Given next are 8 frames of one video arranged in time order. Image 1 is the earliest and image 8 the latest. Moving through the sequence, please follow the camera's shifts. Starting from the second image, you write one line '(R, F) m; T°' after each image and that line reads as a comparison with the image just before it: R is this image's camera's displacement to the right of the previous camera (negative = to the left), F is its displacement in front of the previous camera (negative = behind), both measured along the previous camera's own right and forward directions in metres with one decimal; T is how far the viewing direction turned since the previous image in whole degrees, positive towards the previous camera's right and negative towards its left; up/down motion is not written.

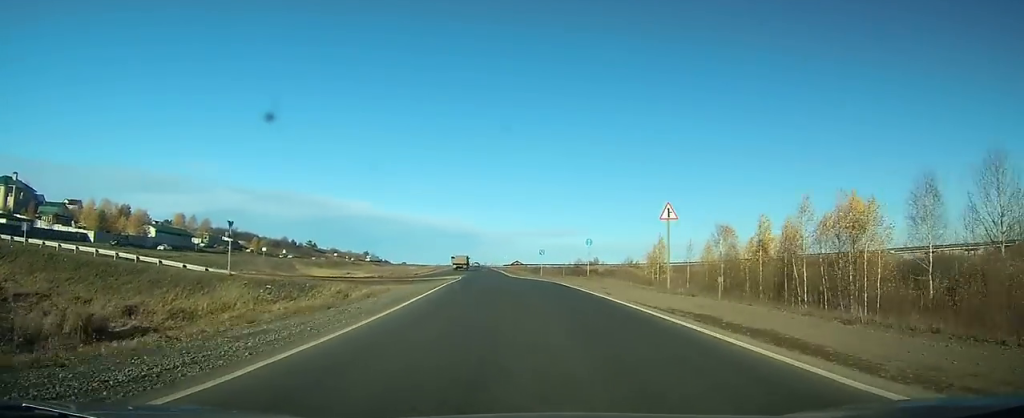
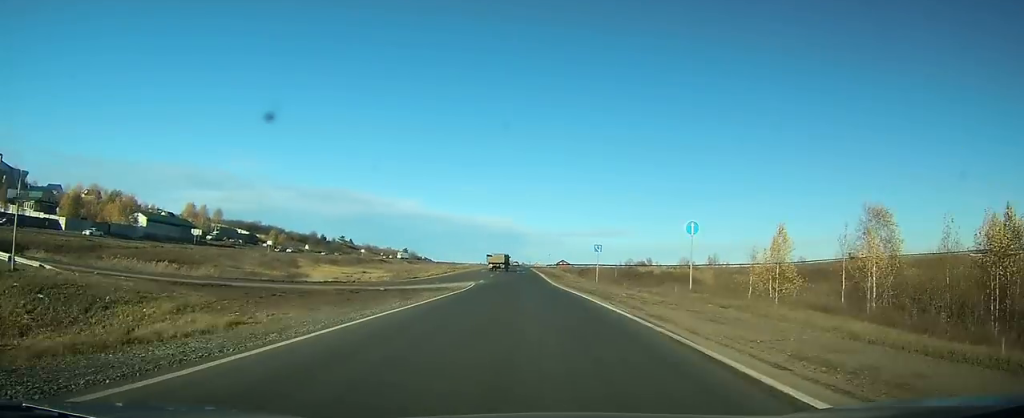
(-0.7, +22.8) m; -4°
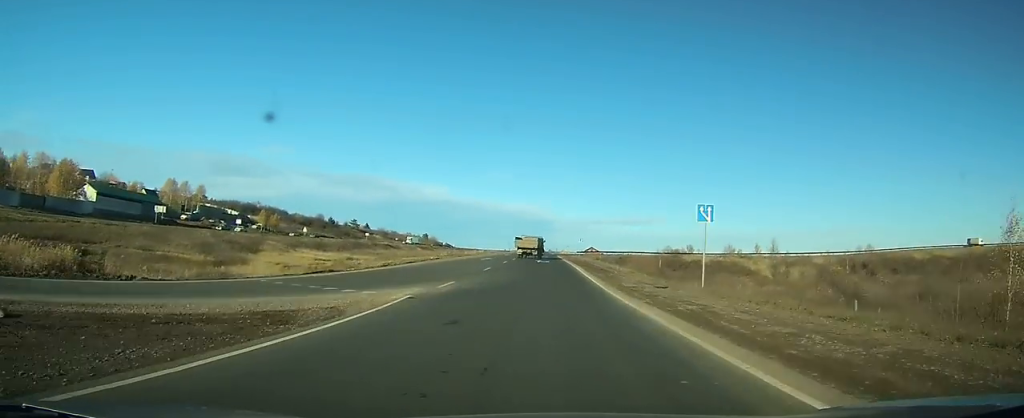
(-0.9, +26.6) m; -4°
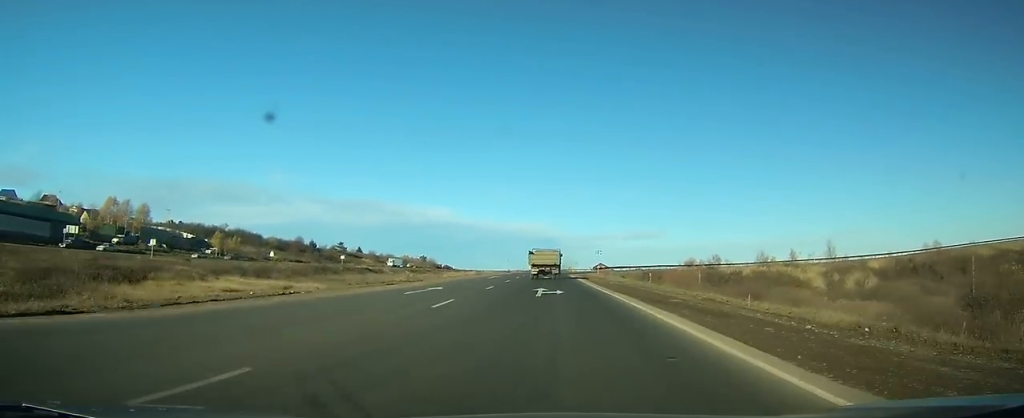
(-1.0, +28.4) m; -2°
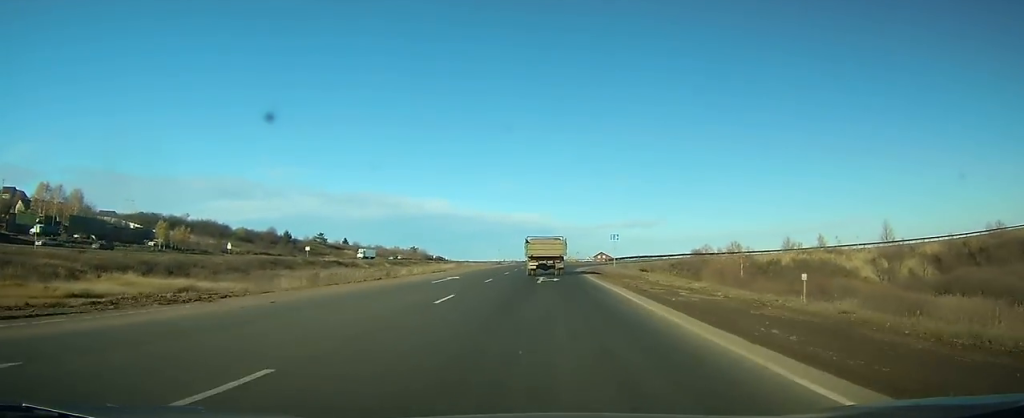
(-0.3, +23.7) m; -1°
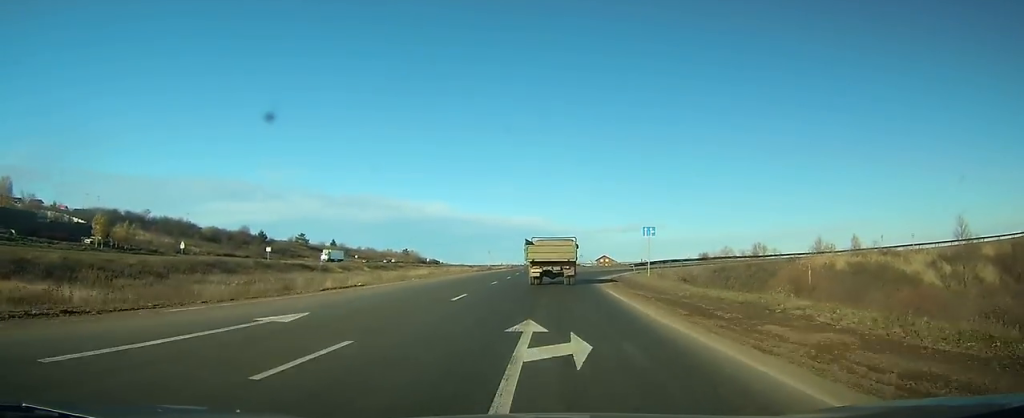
(-0.1, +22.6) m; 0°
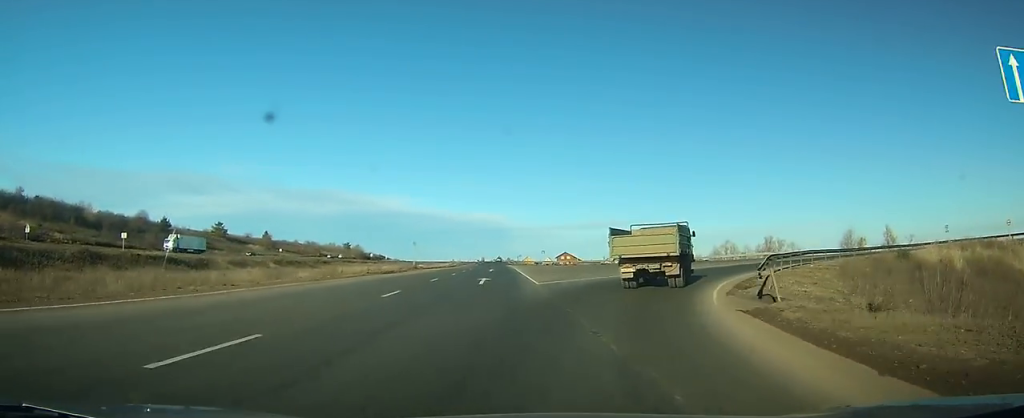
(+0.1, +38.3) m; +2°
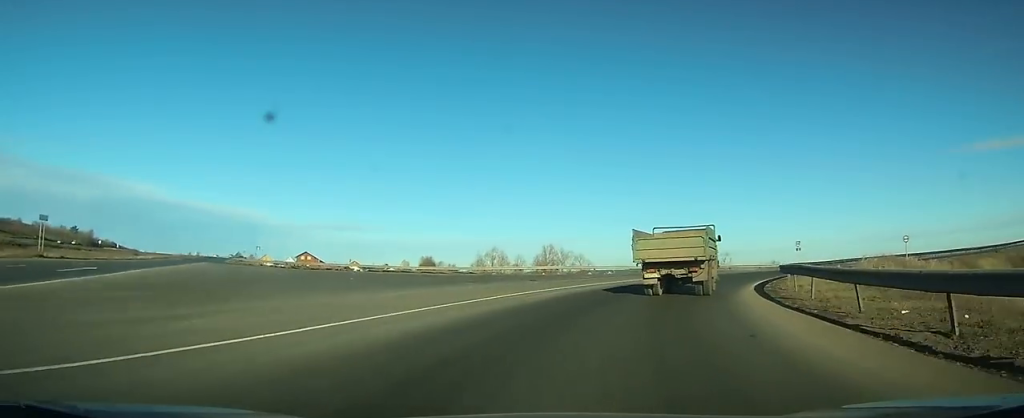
(+1.5, +31.2) m; +13°
